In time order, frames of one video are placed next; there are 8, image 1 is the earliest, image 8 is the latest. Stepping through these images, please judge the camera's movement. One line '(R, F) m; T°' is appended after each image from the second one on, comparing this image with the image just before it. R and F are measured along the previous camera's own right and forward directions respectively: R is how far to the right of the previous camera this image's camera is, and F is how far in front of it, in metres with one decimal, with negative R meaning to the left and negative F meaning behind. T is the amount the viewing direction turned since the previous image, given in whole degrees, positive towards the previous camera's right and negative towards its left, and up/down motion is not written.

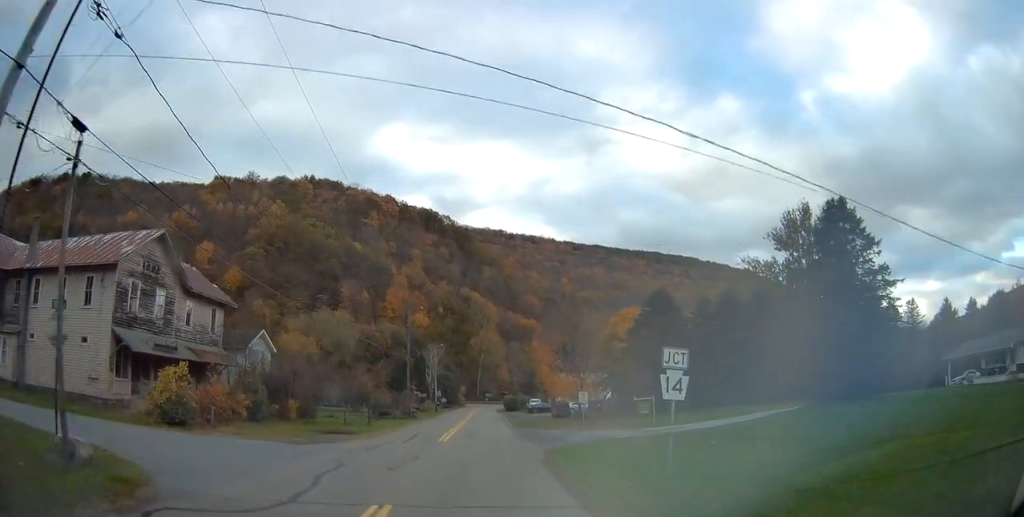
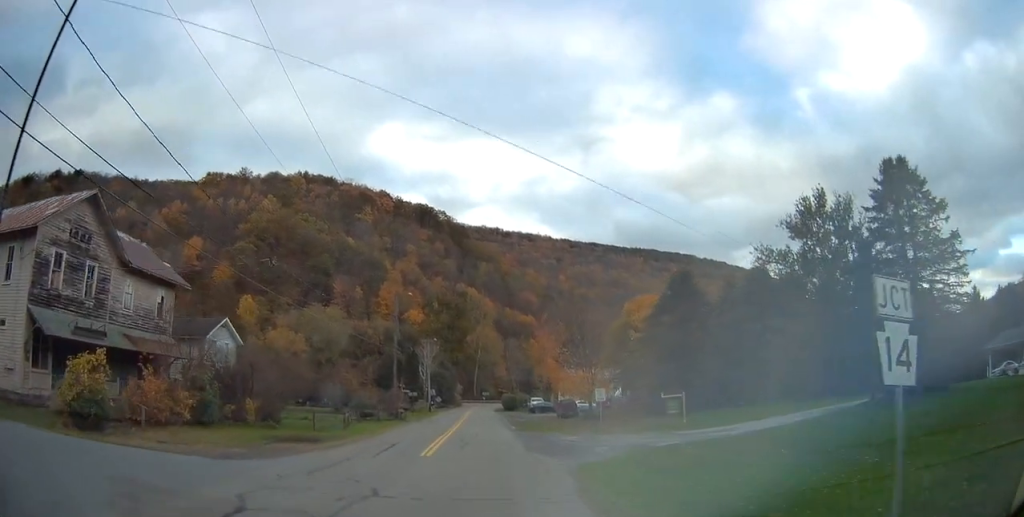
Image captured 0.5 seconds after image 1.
(-0.1, +6.7) m; 0°
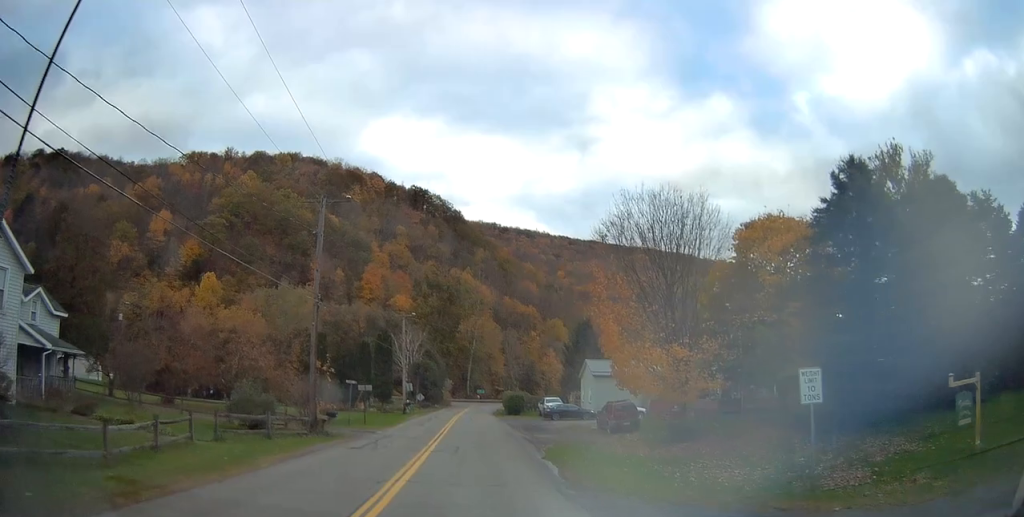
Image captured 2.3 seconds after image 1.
(+0.4, +22.9) m; +2°
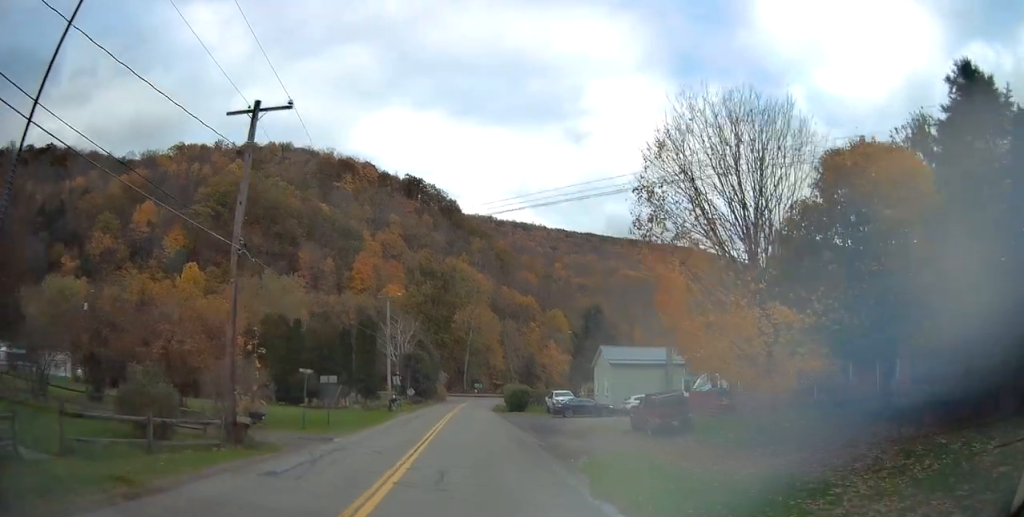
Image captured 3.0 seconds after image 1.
(0.0, +8.5) m; 0°
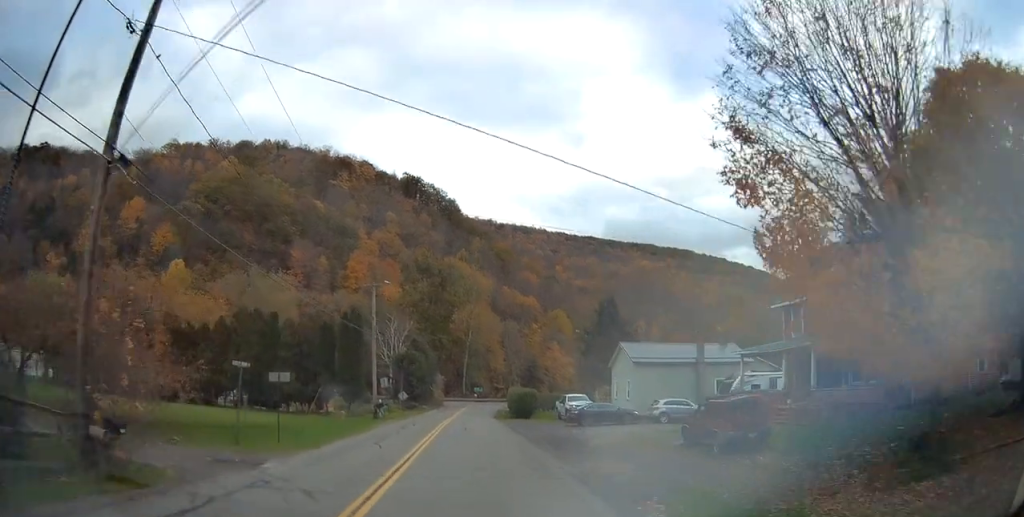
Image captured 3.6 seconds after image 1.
(0.0, +7.3) m; -1°
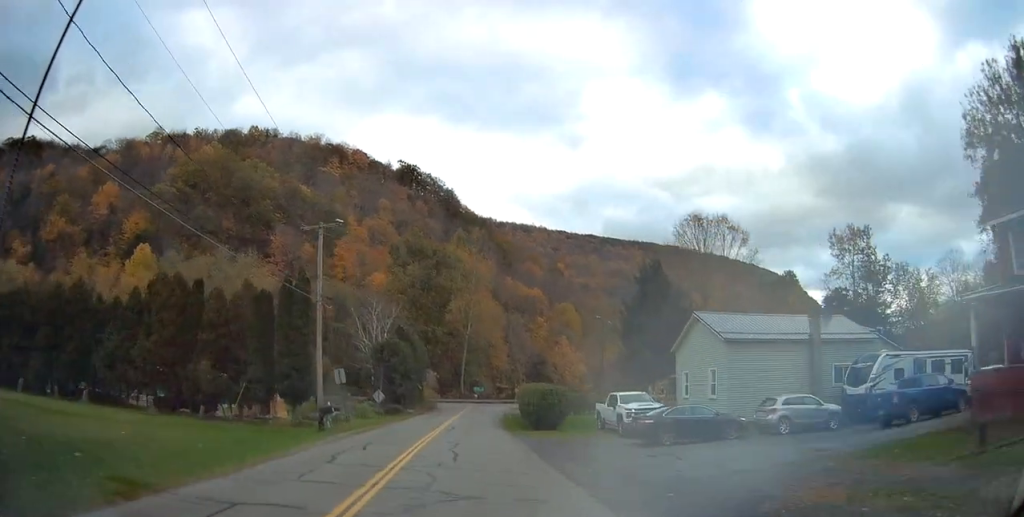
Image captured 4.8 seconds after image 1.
(-0.3, +15.6) m; -1°
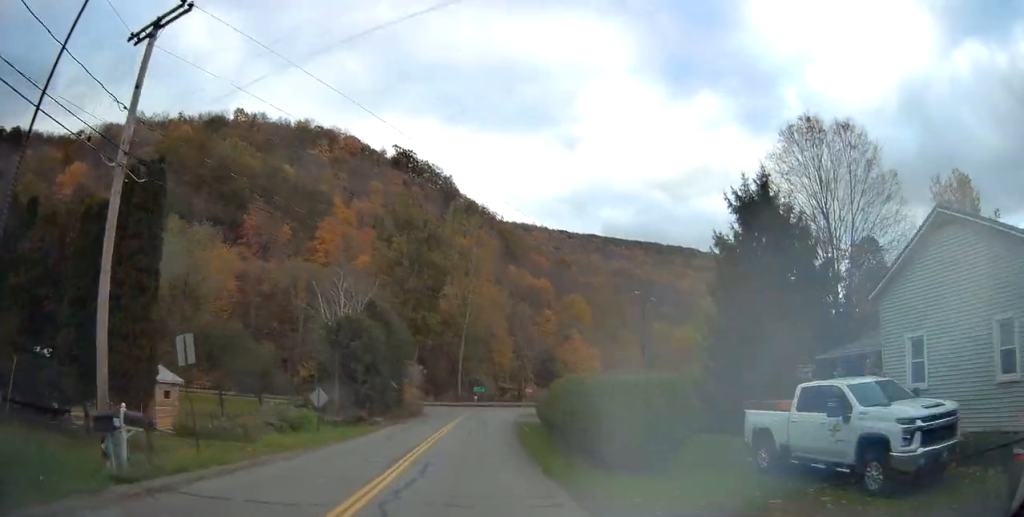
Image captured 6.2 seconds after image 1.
(+0.2, +17.6) m; +2°
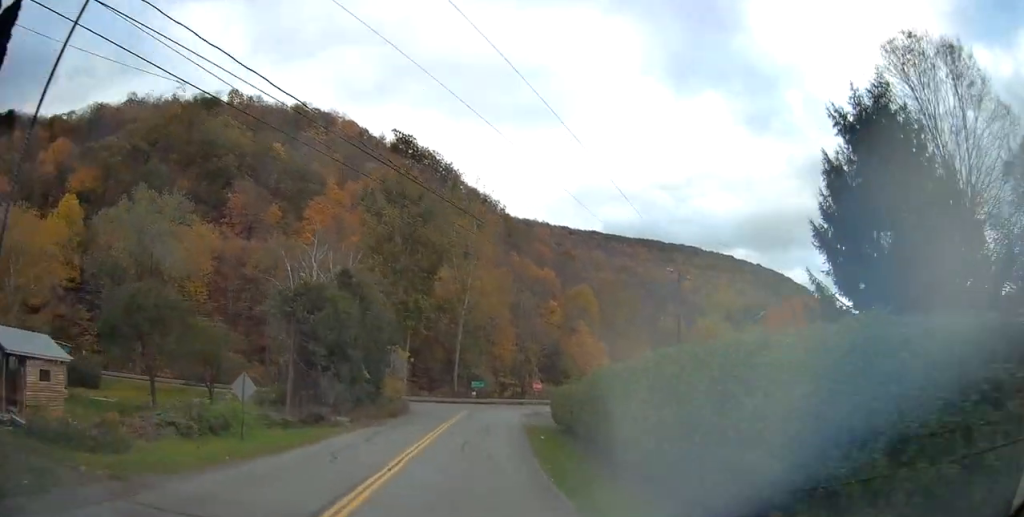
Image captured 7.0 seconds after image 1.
(+0.1, +9.5) m; +1°
